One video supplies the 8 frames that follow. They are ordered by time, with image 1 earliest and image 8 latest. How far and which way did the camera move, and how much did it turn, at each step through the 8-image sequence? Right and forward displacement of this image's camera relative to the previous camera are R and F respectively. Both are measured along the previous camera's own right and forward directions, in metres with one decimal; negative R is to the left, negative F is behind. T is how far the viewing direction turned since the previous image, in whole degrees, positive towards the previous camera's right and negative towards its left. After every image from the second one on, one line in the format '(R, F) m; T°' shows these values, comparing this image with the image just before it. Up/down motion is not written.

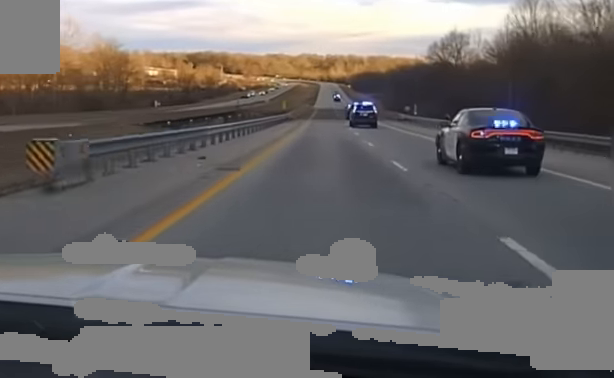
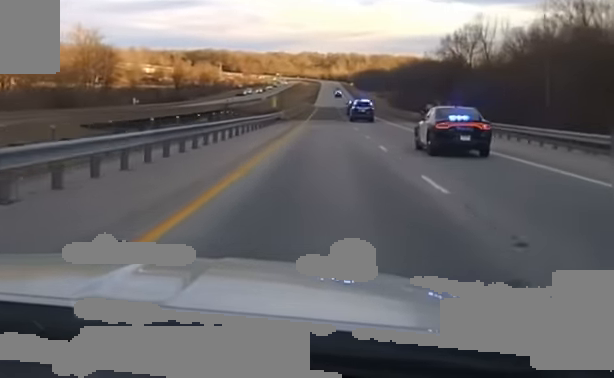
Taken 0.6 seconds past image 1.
(-0.2, +16.7) m; -1°
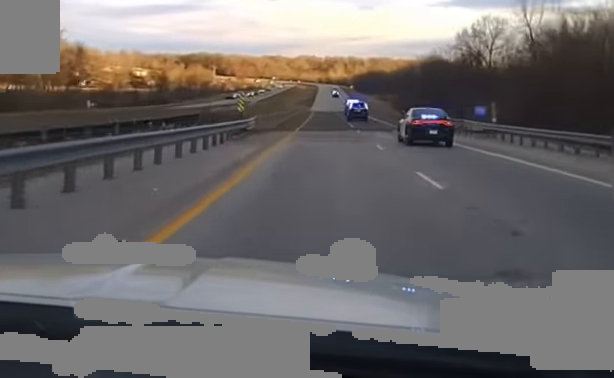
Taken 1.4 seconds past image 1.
(-0.1, +22.7) m; 0°
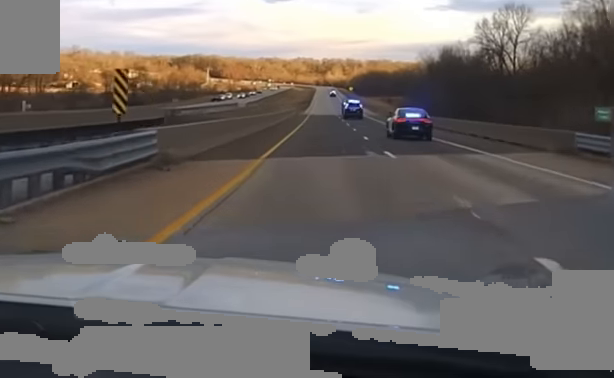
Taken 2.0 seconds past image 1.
(-0.1, +21.5) m; 0°
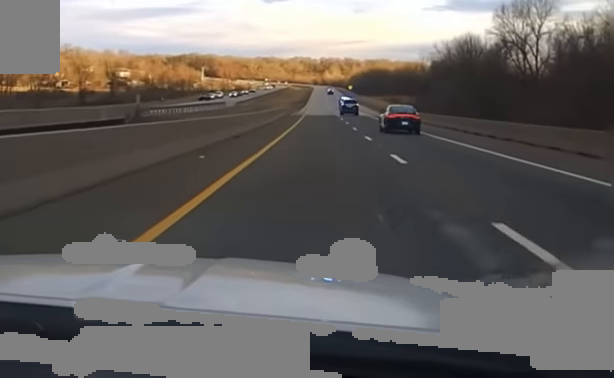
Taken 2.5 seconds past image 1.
(+0.2, +14.9) m; 0°
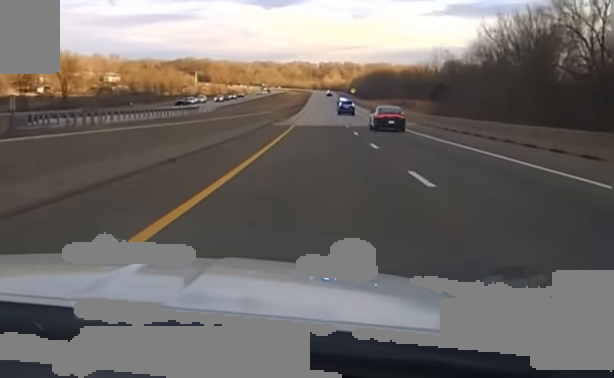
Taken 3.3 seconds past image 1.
(0.0, +29.3) m; 0°
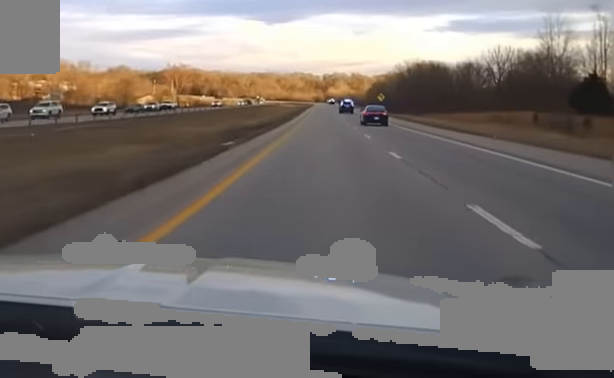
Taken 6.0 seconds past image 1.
(-0.8, +102.1) m; -1°
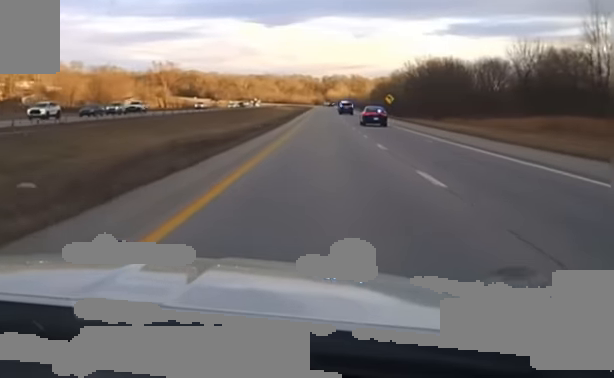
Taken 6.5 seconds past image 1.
(0.0, +17.8) m; 0°
